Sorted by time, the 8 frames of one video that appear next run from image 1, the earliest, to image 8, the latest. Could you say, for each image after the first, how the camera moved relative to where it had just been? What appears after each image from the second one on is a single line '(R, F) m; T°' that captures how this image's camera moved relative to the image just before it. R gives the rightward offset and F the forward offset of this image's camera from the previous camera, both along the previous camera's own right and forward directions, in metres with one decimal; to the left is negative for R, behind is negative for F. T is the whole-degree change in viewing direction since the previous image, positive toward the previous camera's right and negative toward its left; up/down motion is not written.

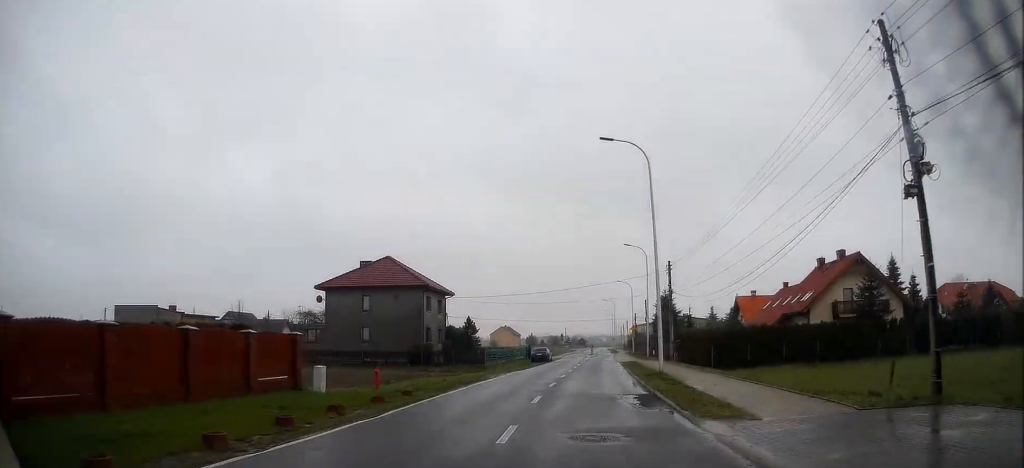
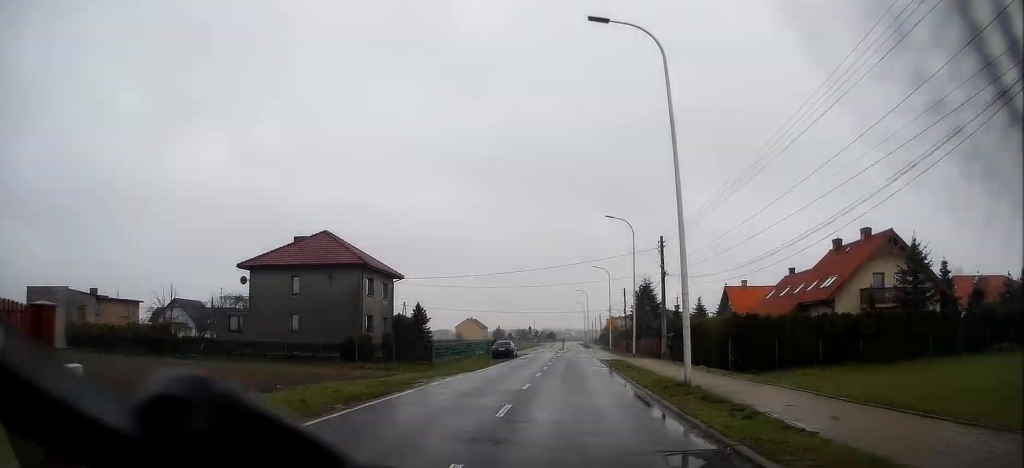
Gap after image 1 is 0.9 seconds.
(+0.2, +10.0) m; +2°
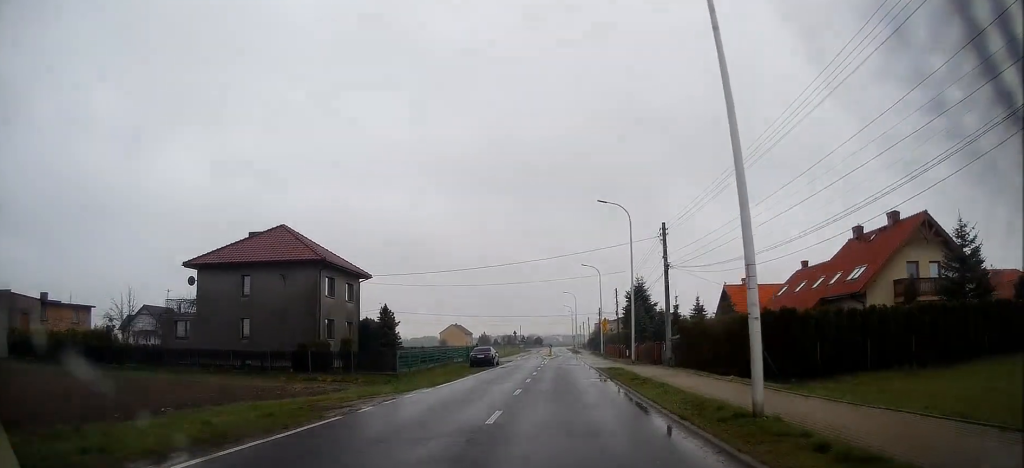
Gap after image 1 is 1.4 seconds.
(0.0, +6.2) m; +1°
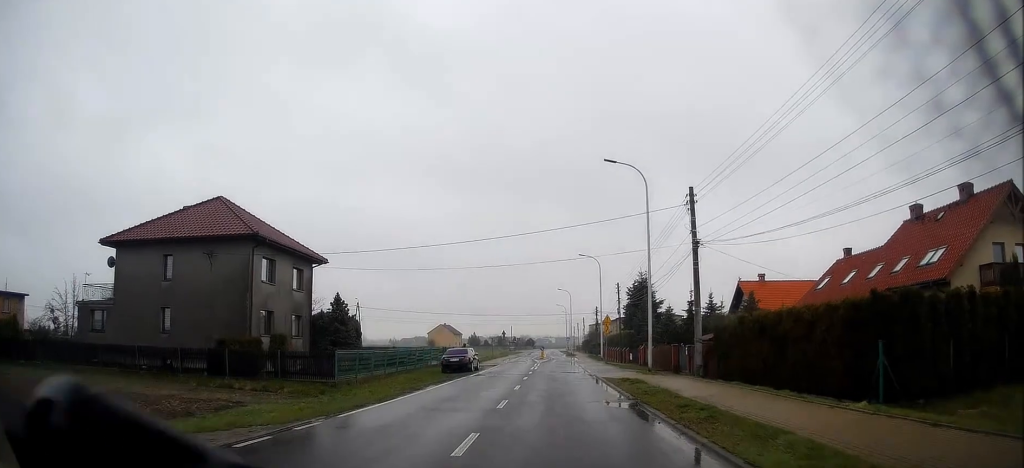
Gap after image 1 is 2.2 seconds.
(+0.1, +9.1) m; 0°
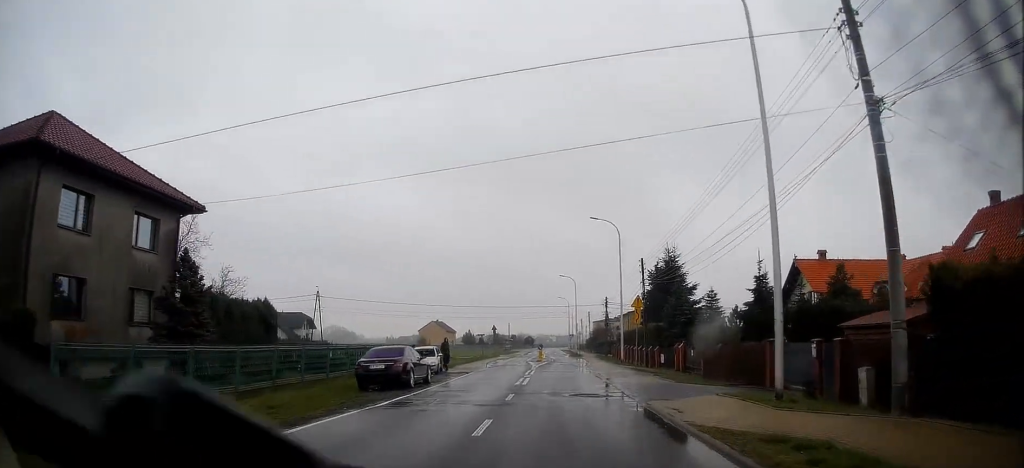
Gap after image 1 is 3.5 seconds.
(-0.1, +16.4) m; 0°
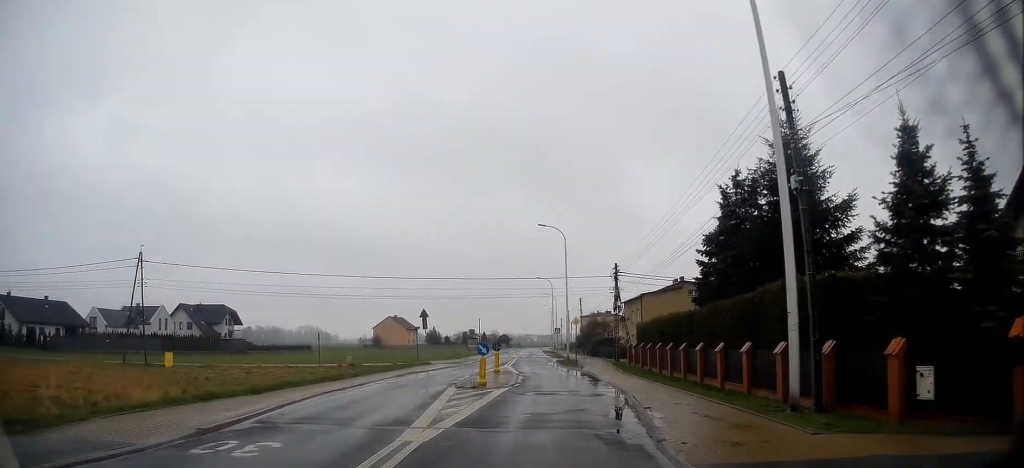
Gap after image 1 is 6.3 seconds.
(+0.9, +32.8) m; +2°
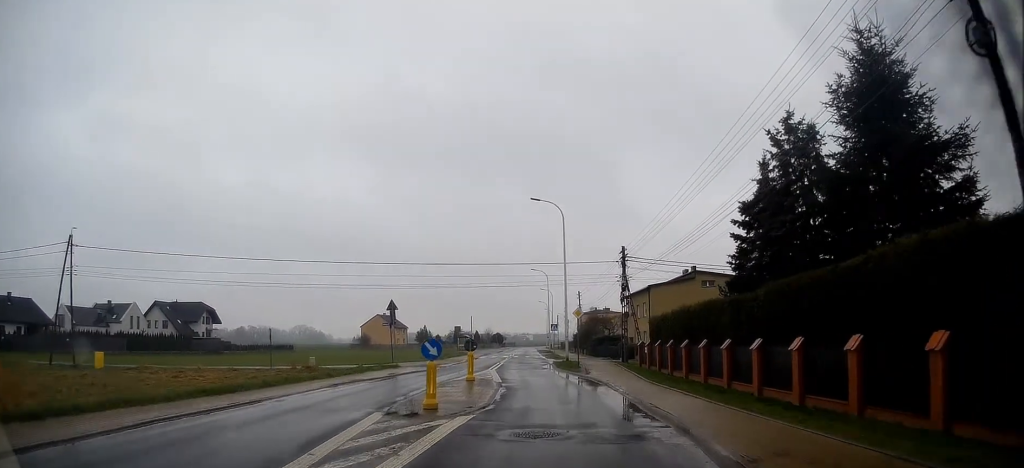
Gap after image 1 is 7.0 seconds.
(+0.2, +7.8) m; 0°
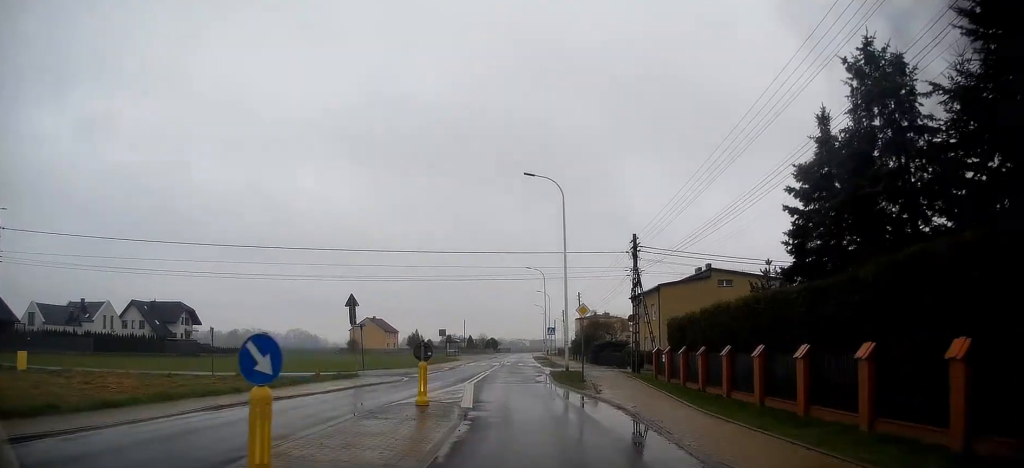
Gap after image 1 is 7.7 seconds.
(0.0, +6.7) m; 0°
